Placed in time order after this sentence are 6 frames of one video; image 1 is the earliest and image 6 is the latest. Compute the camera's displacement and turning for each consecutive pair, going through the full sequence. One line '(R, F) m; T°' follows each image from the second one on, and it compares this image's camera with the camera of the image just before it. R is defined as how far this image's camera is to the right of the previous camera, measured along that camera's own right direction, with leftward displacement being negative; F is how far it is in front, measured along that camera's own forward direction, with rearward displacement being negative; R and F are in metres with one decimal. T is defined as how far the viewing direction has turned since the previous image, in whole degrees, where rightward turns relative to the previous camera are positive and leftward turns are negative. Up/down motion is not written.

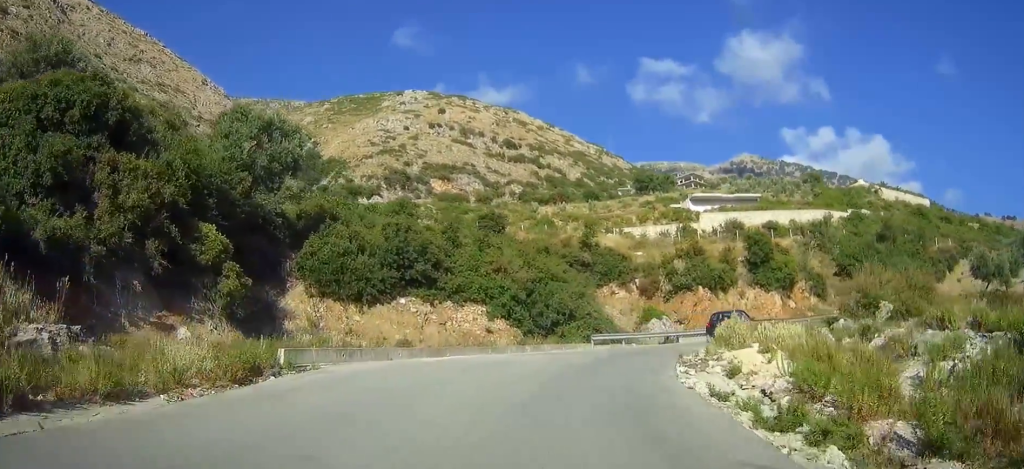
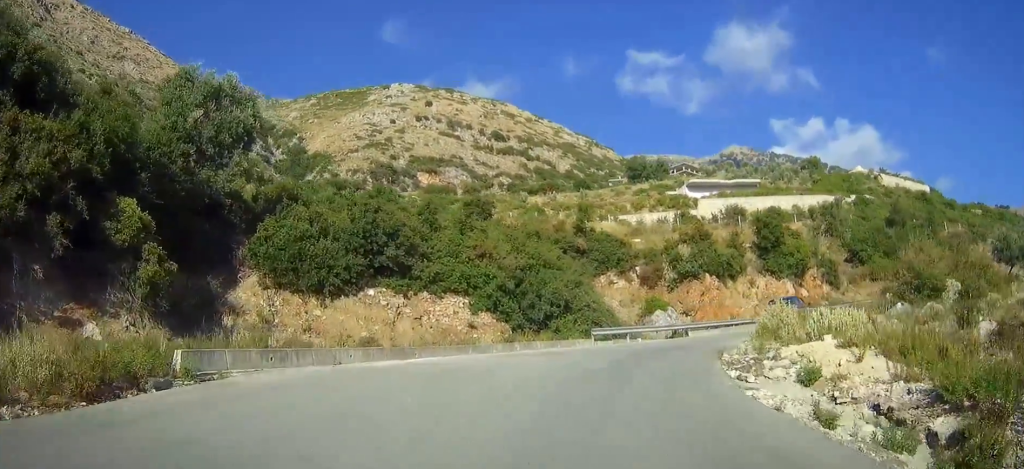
(0.0, +4.7) m; 0°
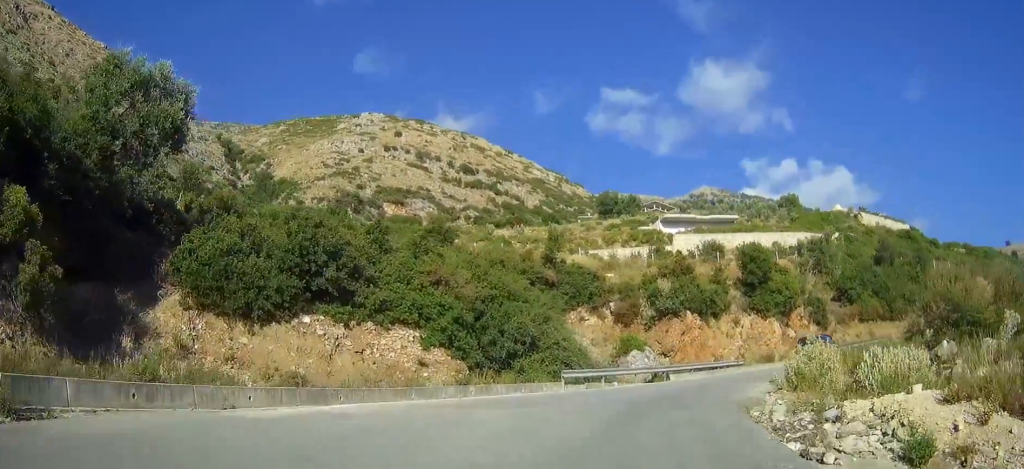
(0.0, +4.3) m; 0°
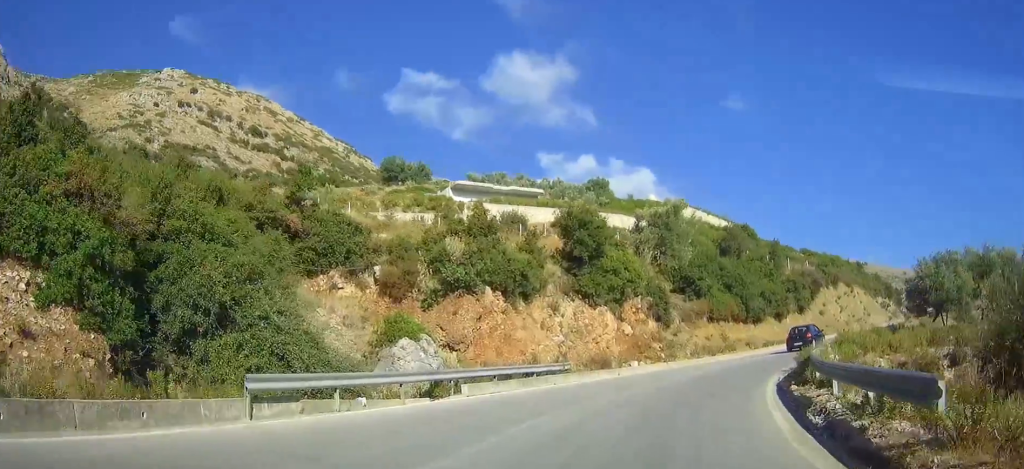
(0.0, +13.4) m; +7°
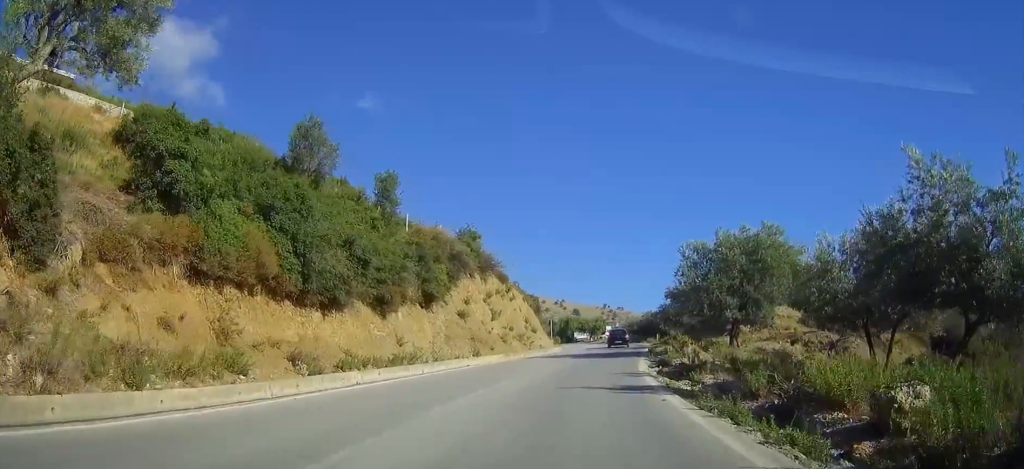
(+13.3, +27.3) m; +40°
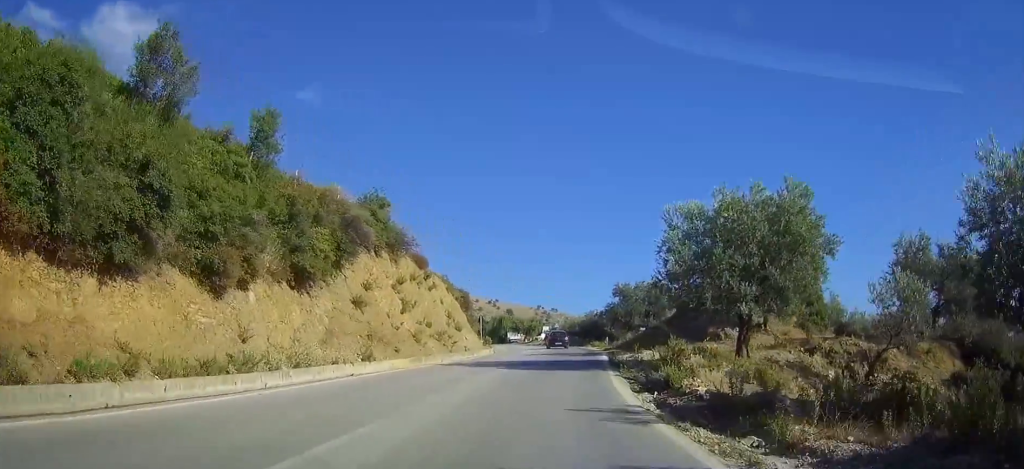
(+0.7, +10.5) m; +5°
